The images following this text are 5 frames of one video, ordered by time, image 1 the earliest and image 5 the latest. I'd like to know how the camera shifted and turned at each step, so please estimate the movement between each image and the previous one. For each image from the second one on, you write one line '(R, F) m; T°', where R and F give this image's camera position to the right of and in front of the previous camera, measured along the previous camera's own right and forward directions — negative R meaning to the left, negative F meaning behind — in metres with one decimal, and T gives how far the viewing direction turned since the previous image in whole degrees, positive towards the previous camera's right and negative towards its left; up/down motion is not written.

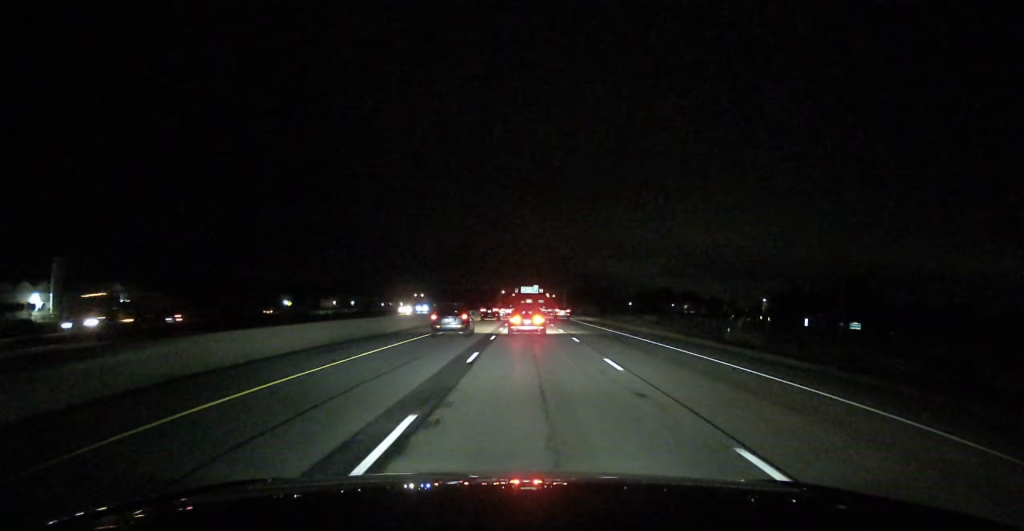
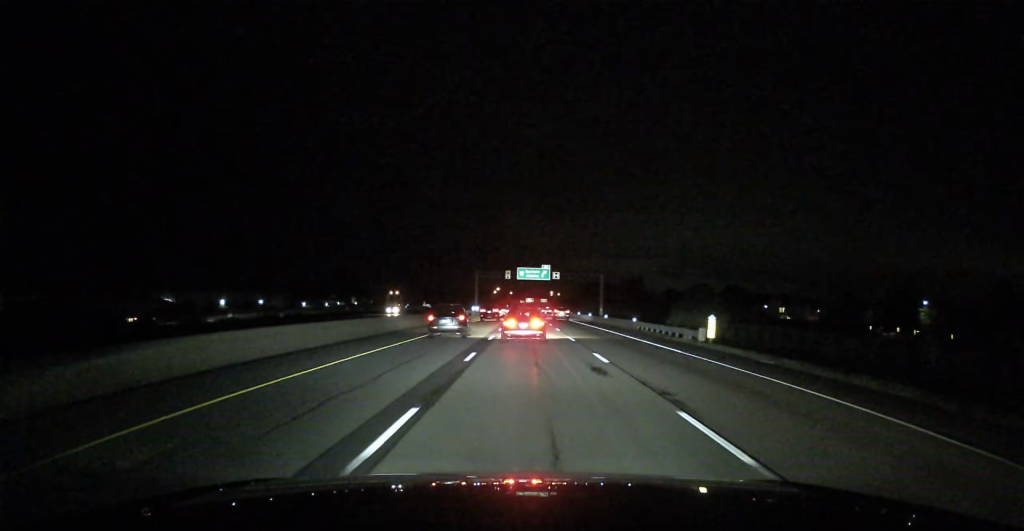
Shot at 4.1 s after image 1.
(+0.4, +121.8) m; 0°
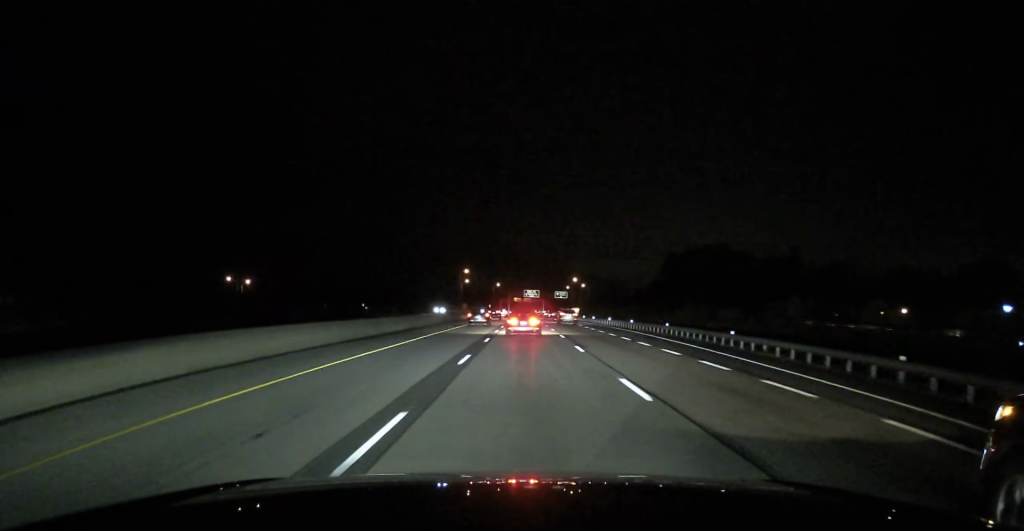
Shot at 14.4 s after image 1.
(+0.6, +287.7) m; 0°
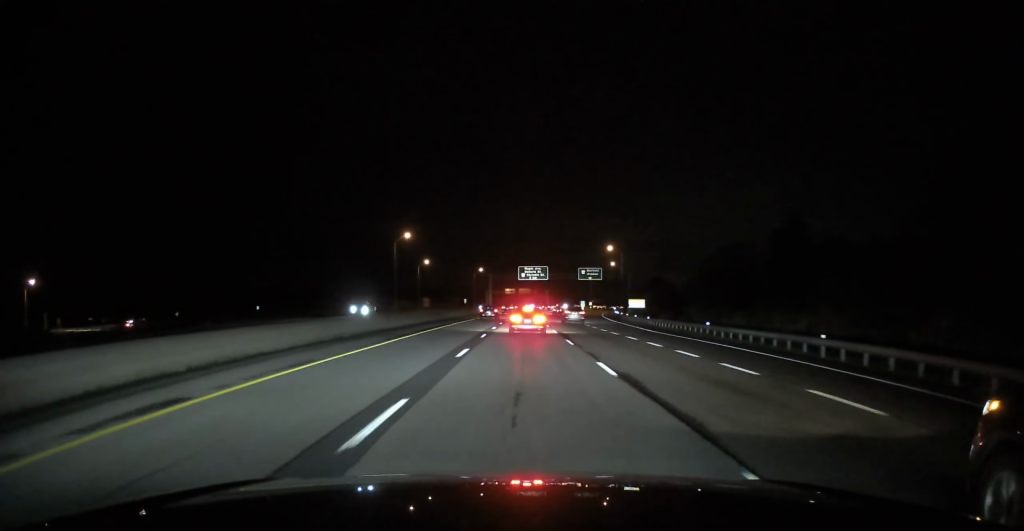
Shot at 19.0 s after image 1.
(+0.6, +122.7) m; +2°
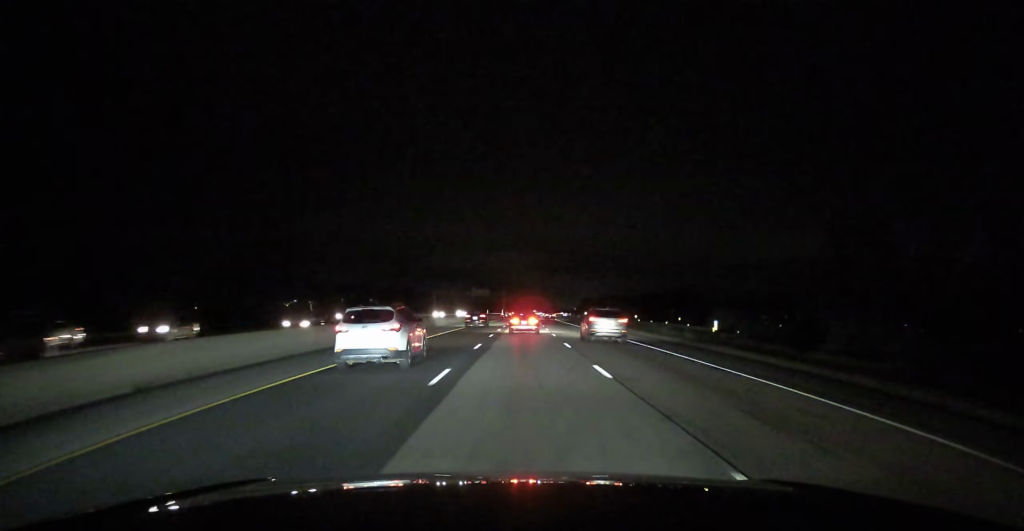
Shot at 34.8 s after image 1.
(+45.4, +446.3) m; +10°
